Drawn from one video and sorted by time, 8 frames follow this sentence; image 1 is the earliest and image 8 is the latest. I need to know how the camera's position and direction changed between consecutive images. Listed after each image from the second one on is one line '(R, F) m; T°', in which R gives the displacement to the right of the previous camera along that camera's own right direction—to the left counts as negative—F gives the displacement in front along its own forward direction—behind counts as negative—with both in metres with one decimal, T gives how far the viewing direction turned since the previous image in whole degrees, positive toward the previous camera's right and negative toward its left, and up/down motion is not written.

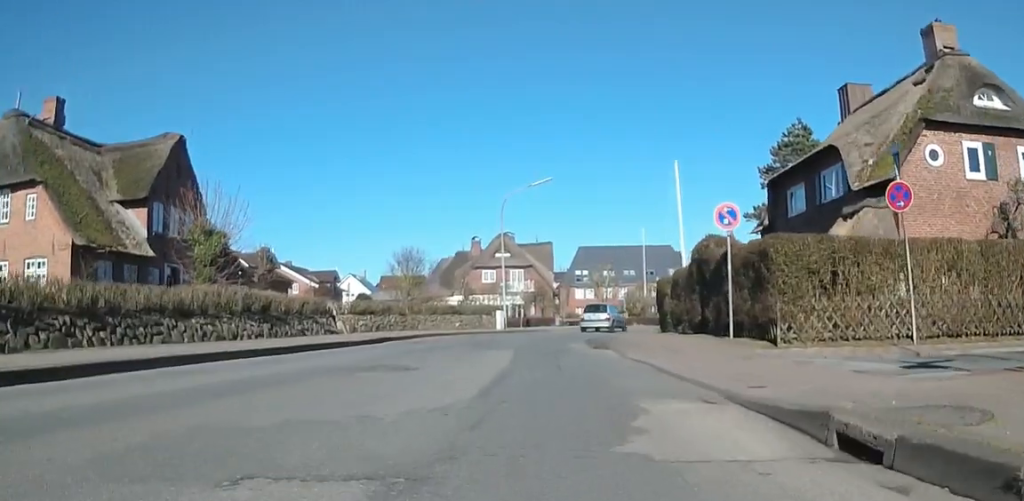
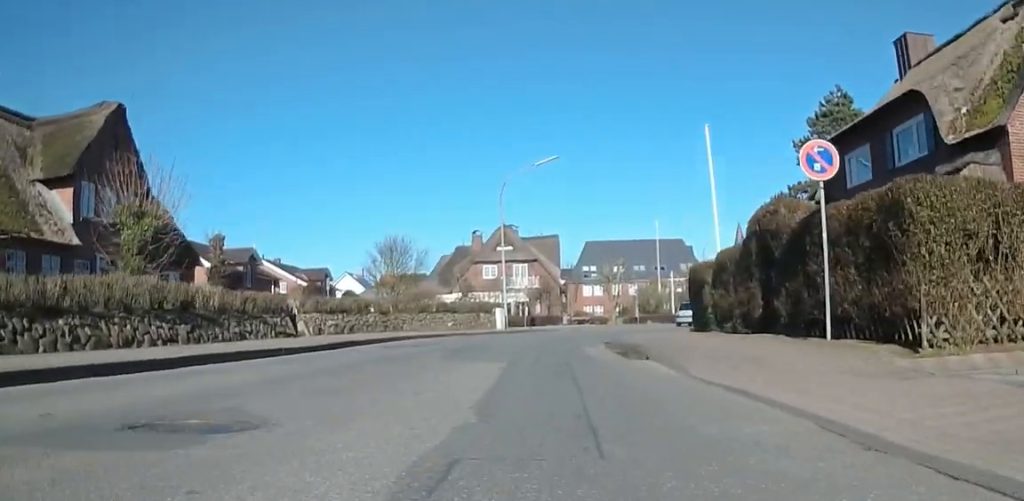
(-0.4, +5.6) m; -2°
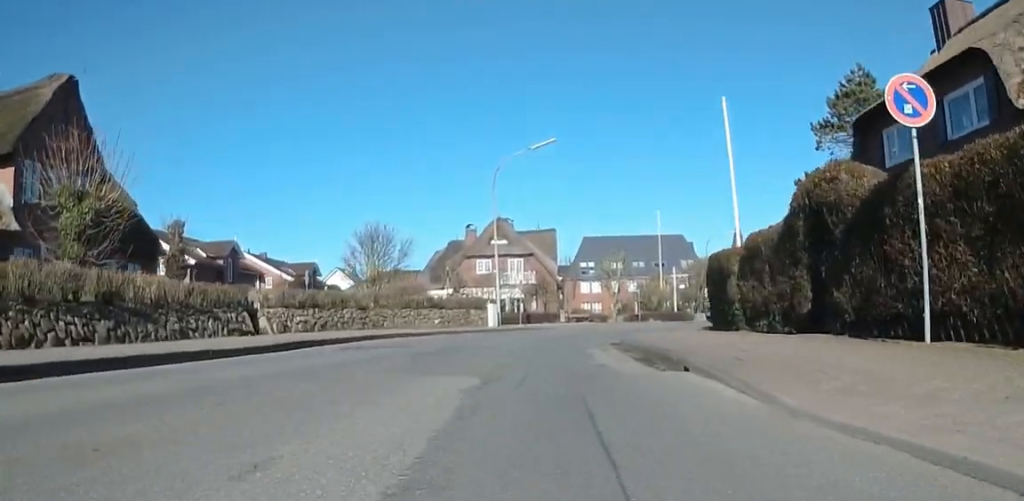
(-0.2, +3.1) m; +4°
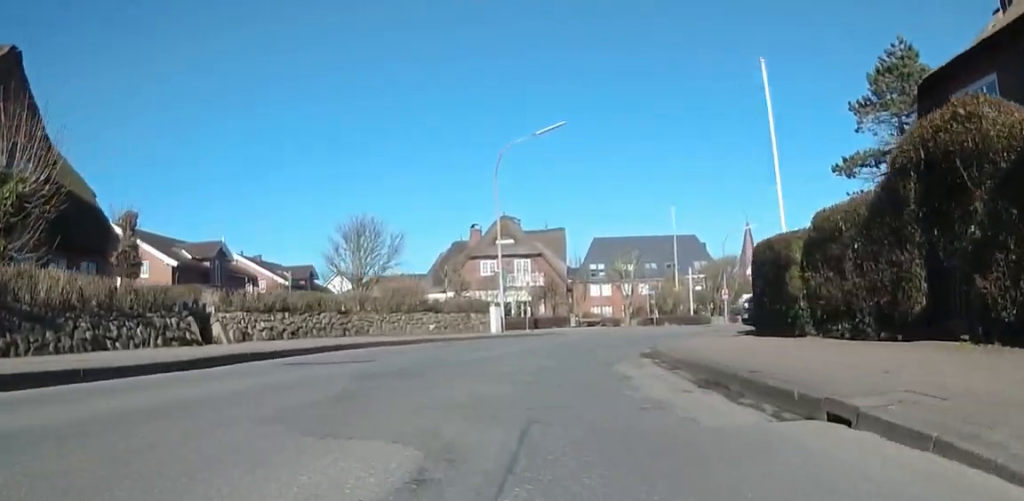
(+0.3, +3.7) m; +1°
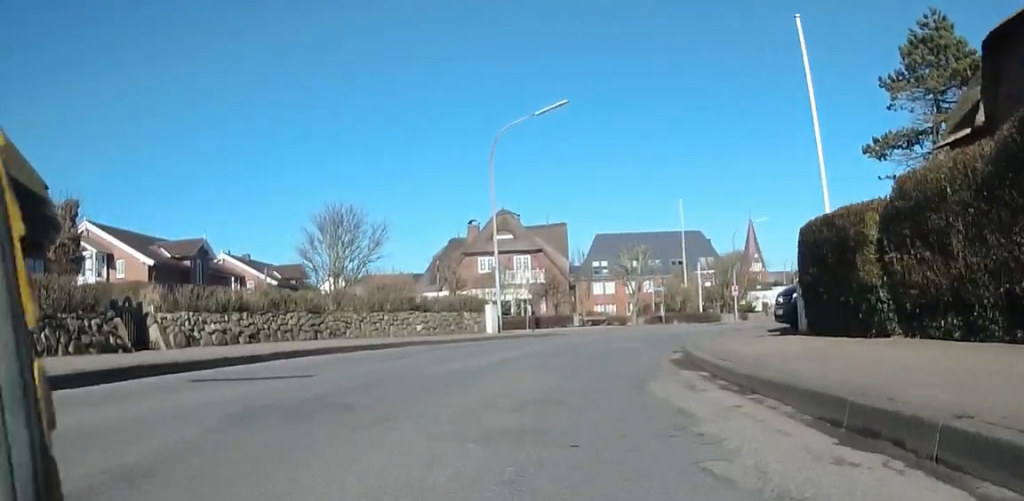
(+0.4, +3.2) m; 0°
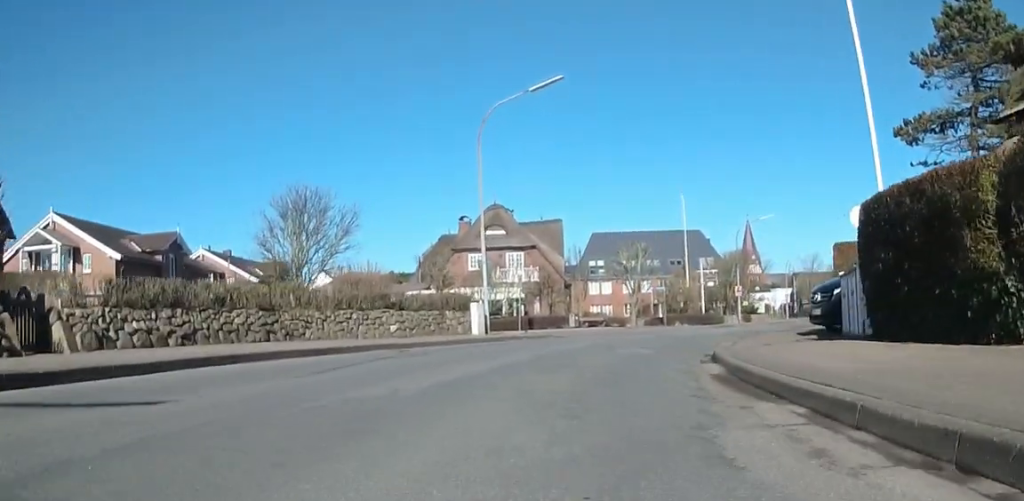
(-0.4, +3.1) m; -4°
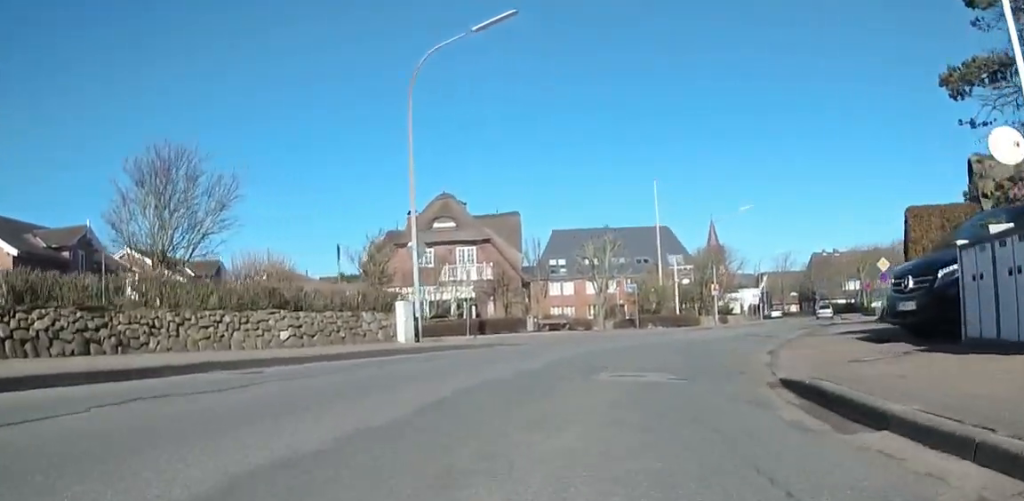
(-0.5, +6.0) m; -1°
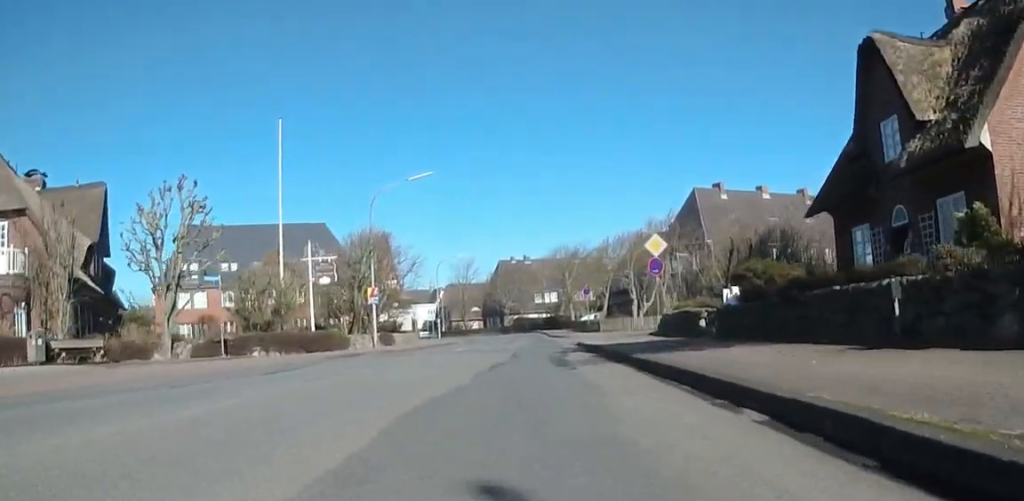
(+0.6, +18.6) m; -3°
